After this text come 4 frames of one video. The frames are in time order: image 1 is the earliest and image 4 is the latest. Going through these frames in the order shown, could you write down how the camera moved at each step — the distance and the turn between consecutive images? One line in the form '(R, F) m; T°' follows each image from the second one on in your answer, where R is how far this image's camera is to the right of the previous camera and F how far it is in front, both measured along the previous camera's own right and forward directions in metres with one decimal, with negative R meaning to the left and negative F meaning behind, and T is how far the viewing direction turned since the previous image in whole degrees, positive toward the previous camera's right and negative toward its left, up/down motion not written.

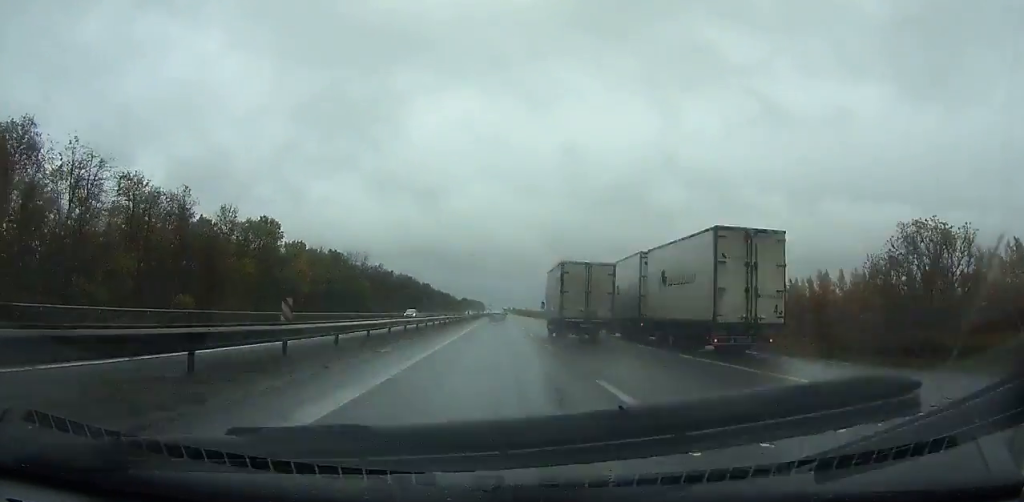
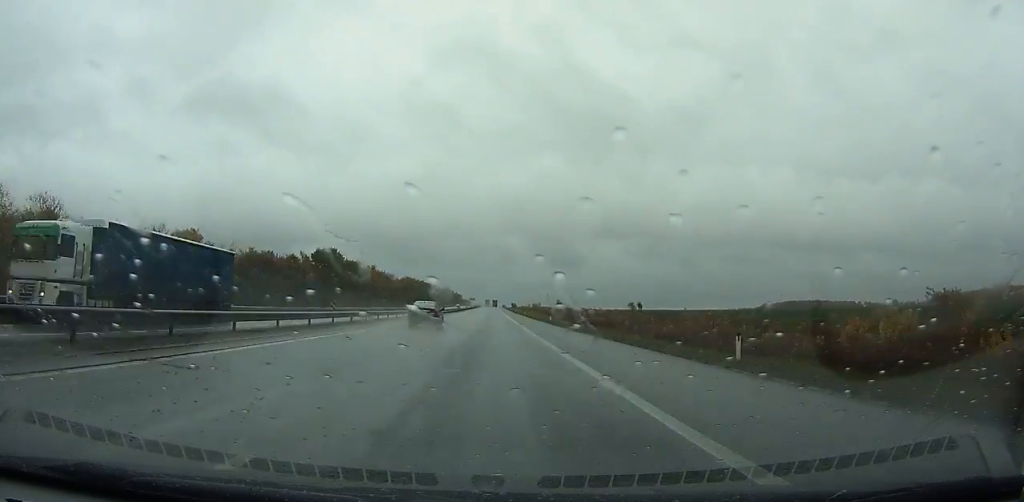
(+5.6, +449.1) m; 0°
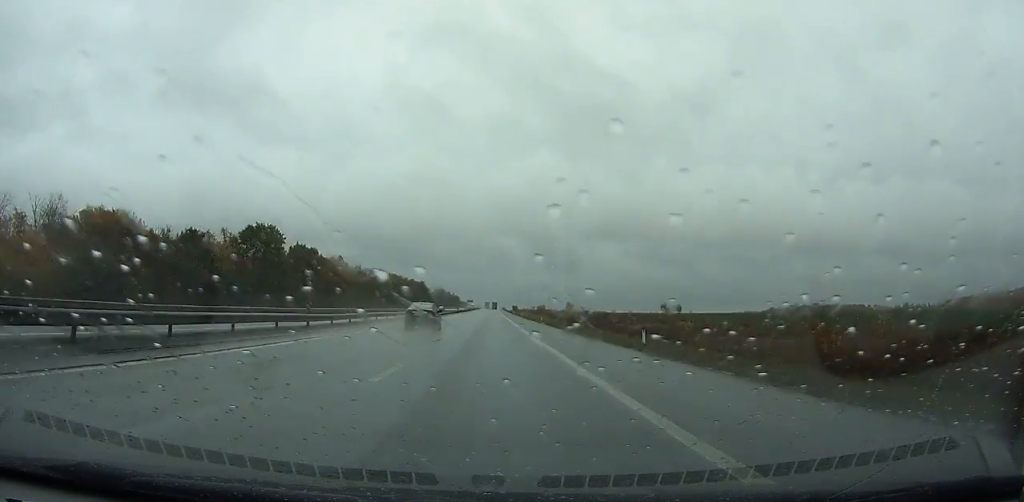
(-0.1, +40.5) m; 0°
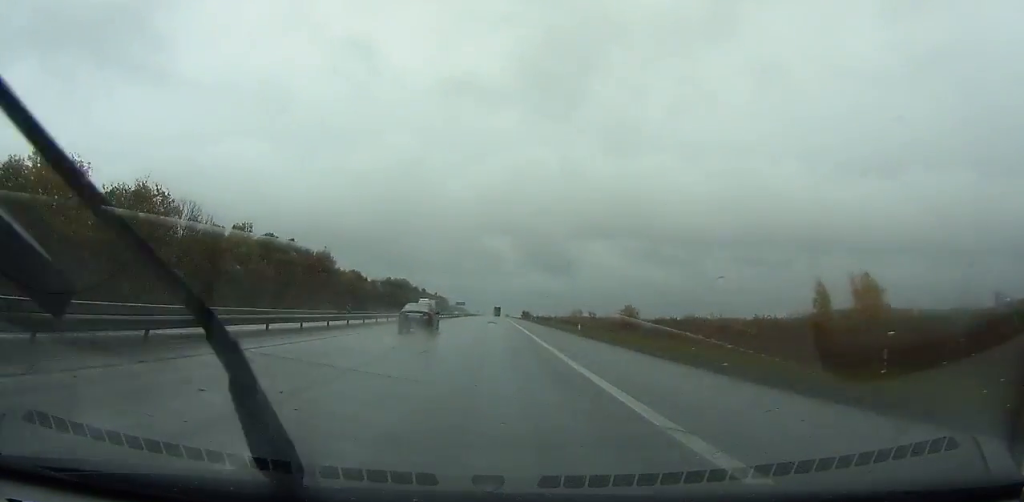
(-0.6, +176.2) m; 0°
